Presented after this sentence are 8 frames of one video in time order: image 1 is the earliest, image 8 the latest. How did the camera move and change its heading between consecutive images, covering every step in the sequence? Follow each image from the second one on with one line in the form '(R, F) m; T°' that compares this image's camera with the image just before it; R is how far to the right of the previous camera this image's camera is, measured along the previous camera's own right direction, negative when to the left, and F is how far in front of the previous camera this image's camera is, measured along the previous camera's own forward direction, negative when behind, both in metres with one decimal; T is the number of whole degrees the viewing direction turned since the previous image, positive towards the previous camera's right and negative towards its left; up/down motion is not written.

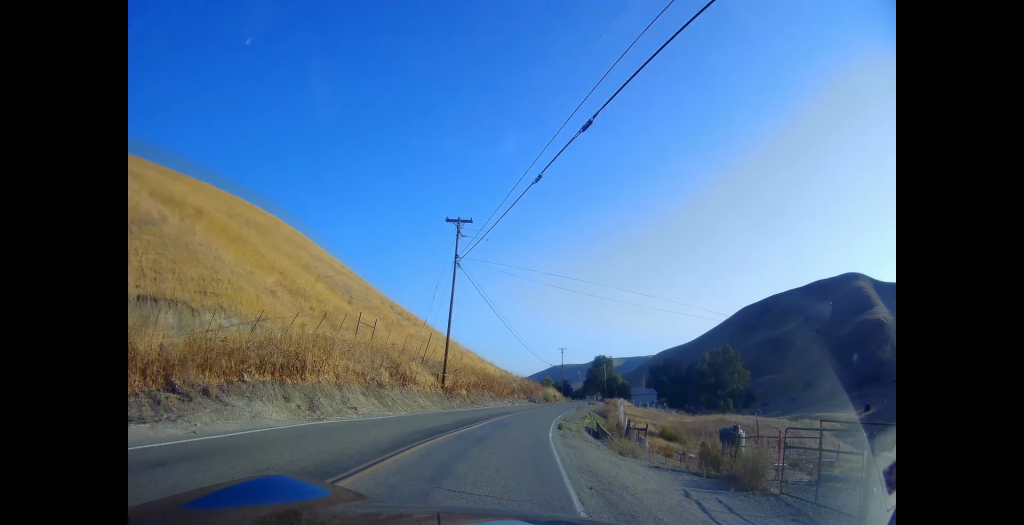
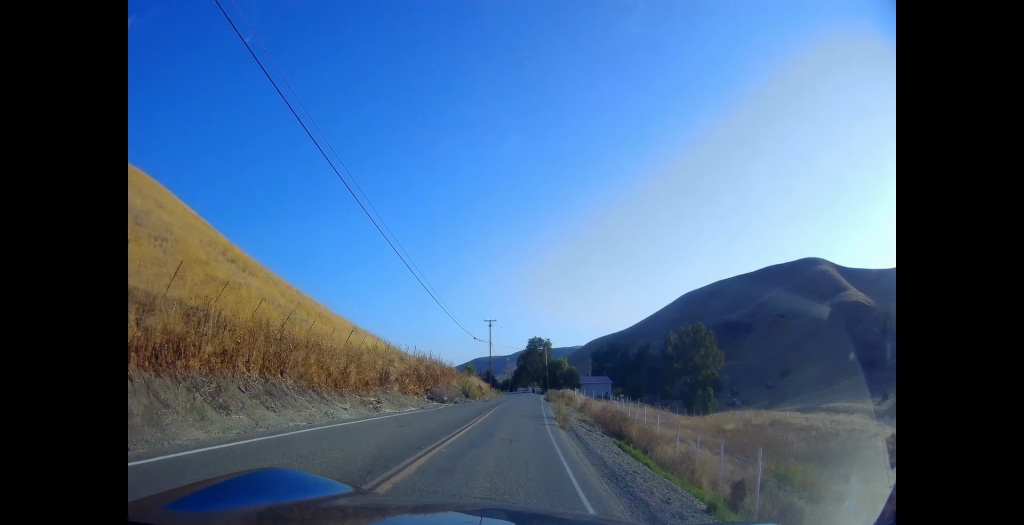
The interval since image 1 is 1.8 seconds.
(+3.1, +37.9) m; +9°
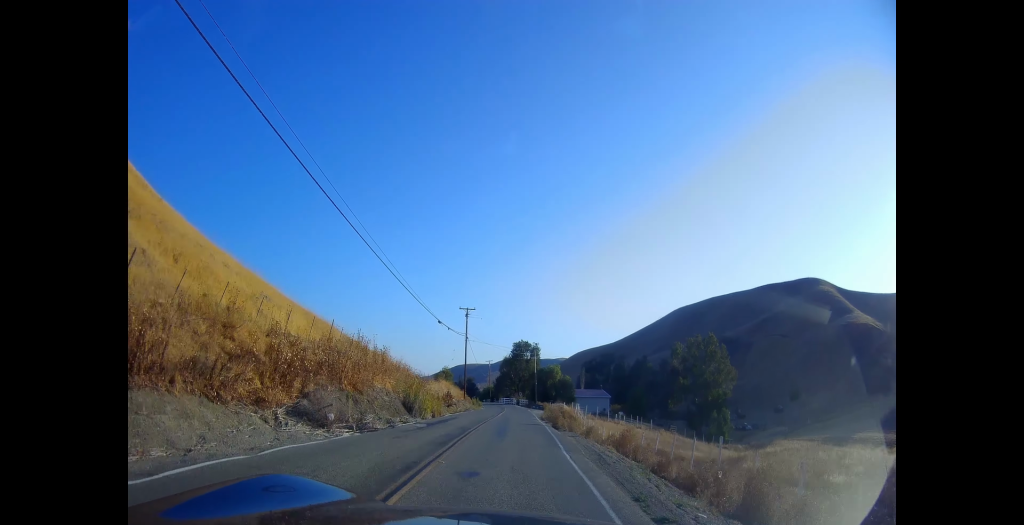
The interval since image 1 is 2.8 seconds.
(+0.3, +20.0) m; +2°
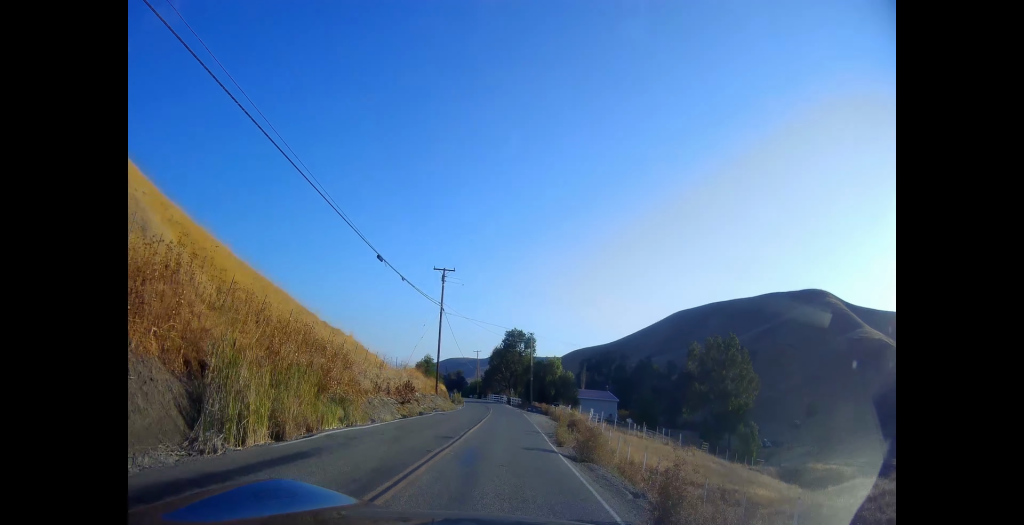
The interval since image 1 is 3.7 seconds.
(+0.3, +18.1) m; +1°
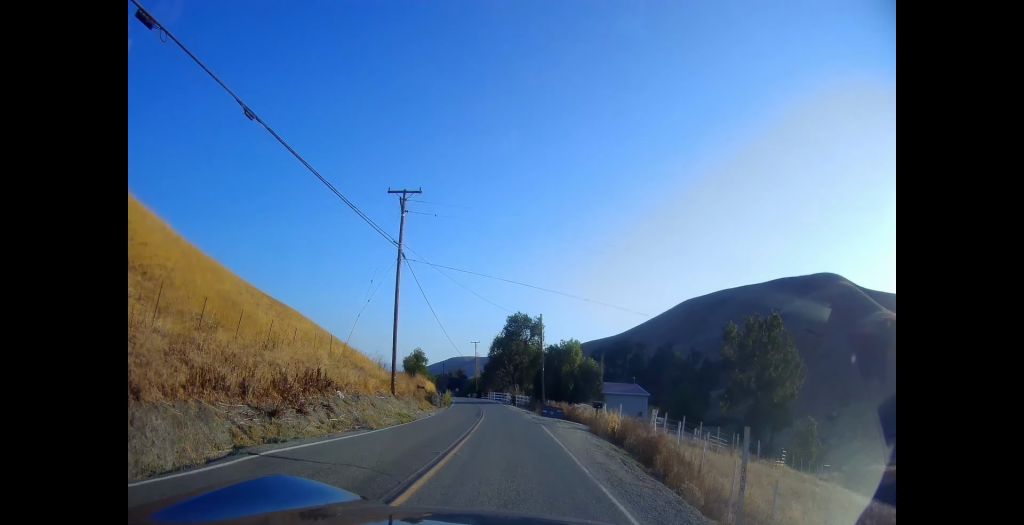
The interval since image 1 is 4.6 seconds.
(+0.2, +19.7) m; +1°
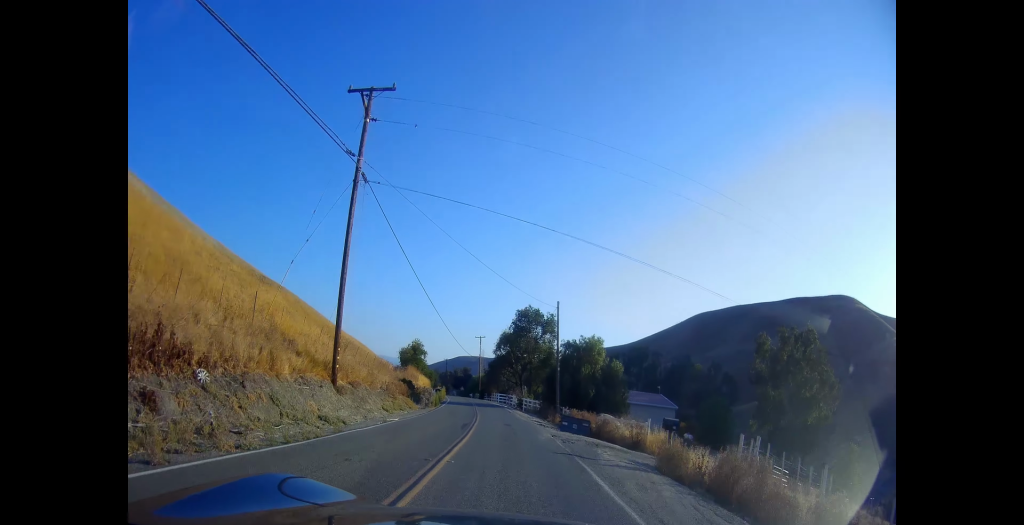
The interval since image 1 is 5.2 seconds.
(0.0, +11.2) m; 0°
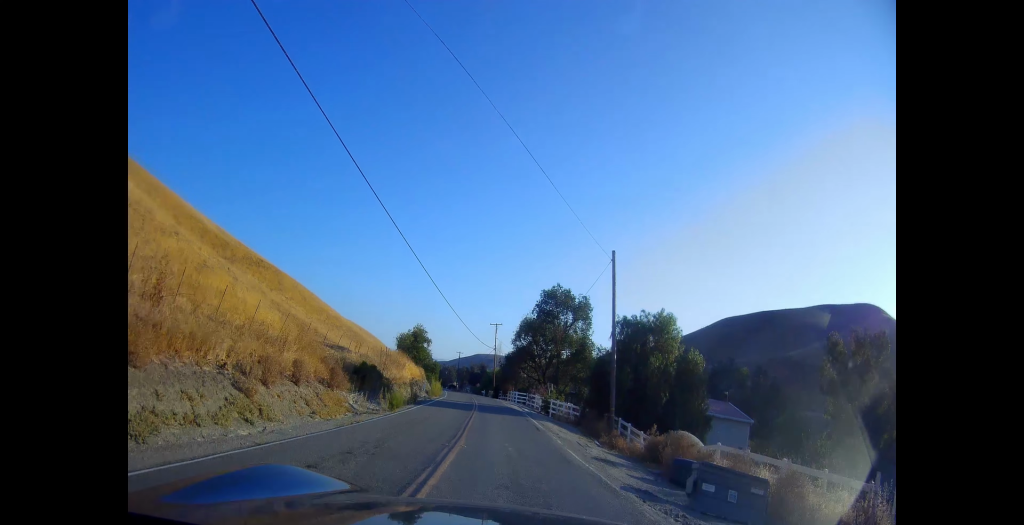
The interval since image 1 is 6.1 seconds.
(0.0, +19.1) m; 0°
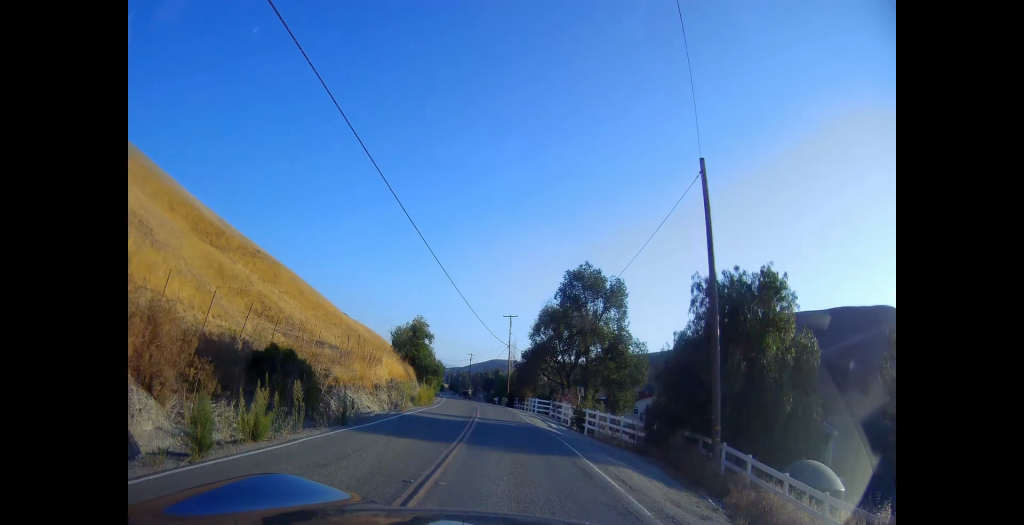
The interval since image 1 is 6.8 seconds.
(-0.1, +13.9) m; -3°
